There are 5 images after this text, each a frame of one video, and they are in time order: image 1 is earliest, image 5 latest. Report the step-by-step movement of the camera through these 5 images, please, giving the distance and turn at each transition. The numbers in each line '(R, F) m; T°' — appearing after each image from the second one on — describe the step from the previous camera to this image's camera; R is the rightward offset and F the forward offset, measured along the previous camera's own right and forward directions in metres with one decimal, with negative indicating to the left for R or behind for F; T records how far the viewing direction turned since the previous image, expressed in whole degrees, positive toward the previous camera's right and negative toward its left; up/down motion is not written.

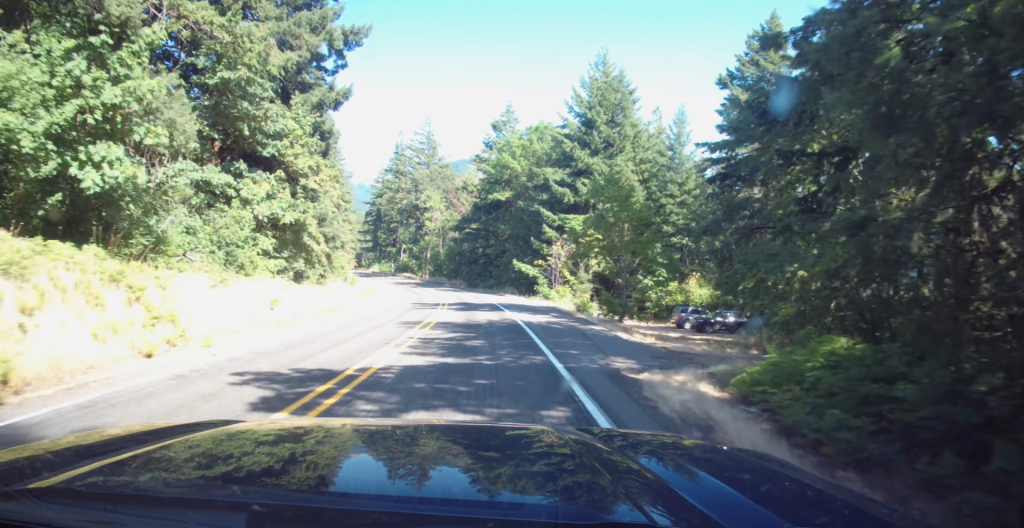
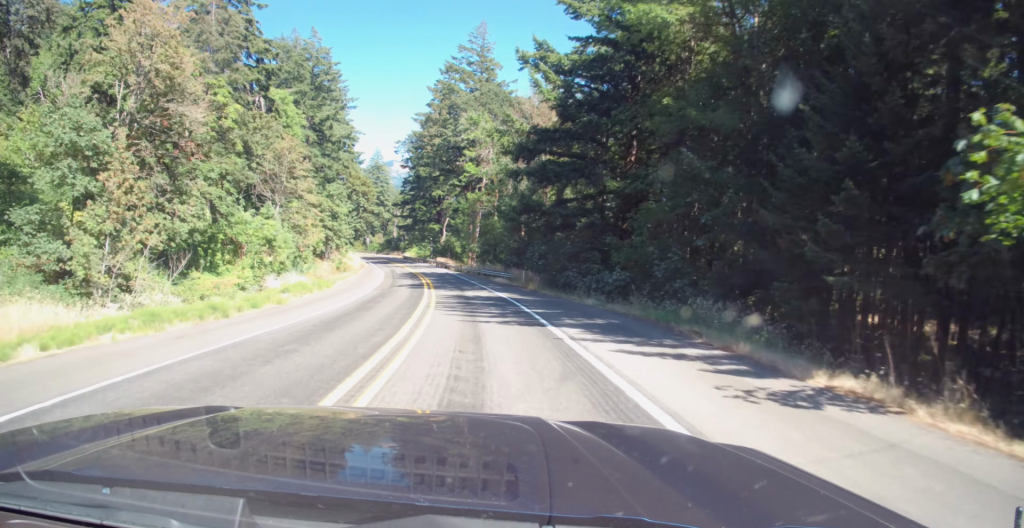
(-2.8, +59.6) m; -6°
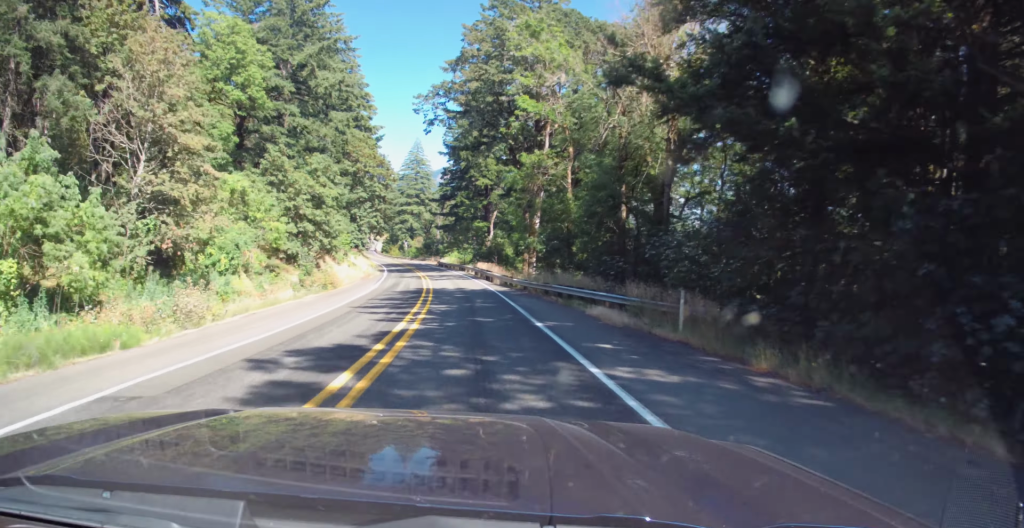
(-1.0, +32.4) m; -6°
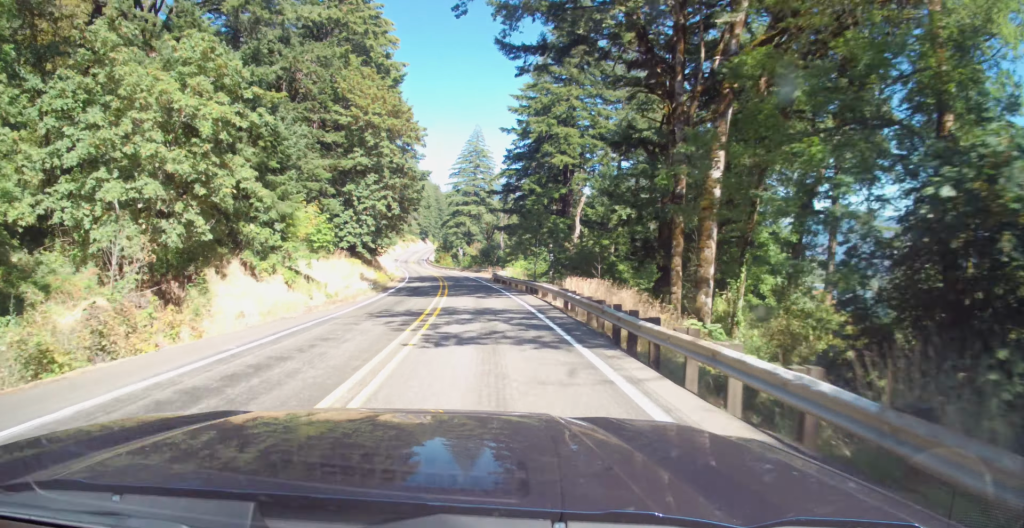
(-2.6, +37.1) m; -5°
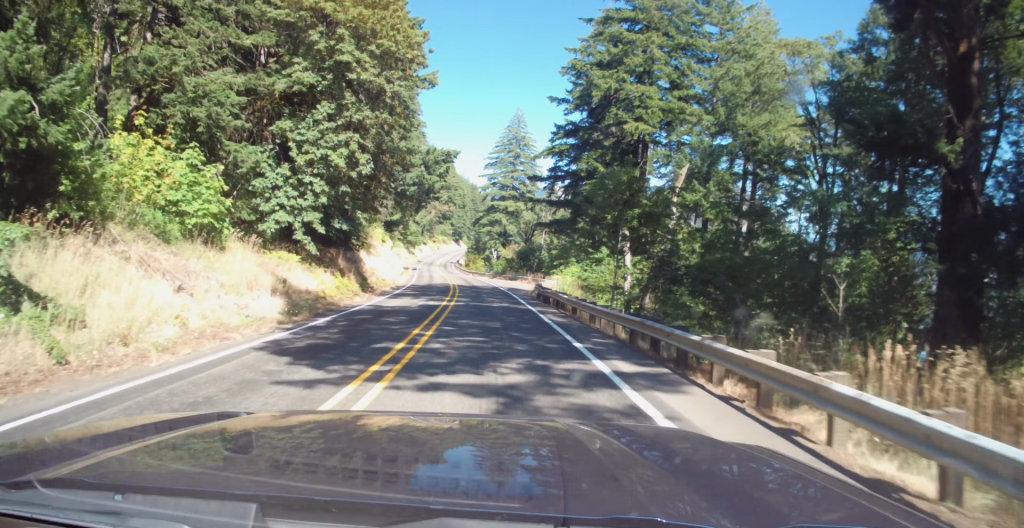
(0.0, +24.9) m; -2°
